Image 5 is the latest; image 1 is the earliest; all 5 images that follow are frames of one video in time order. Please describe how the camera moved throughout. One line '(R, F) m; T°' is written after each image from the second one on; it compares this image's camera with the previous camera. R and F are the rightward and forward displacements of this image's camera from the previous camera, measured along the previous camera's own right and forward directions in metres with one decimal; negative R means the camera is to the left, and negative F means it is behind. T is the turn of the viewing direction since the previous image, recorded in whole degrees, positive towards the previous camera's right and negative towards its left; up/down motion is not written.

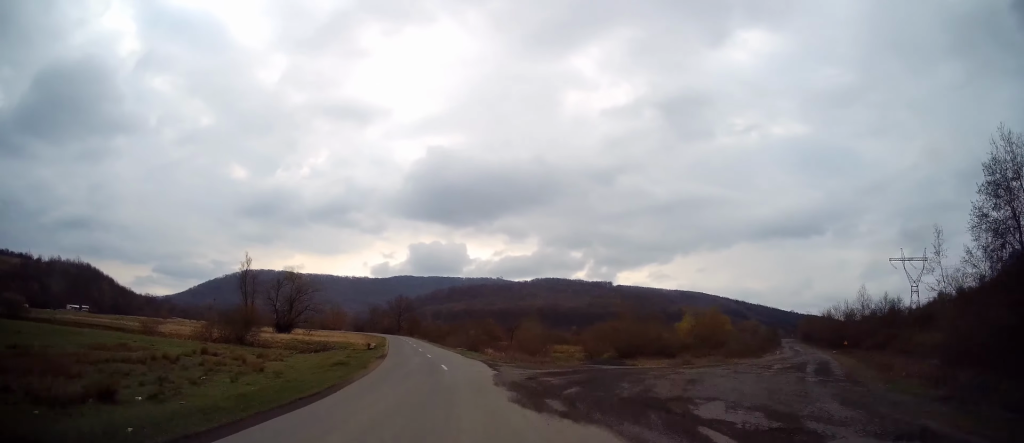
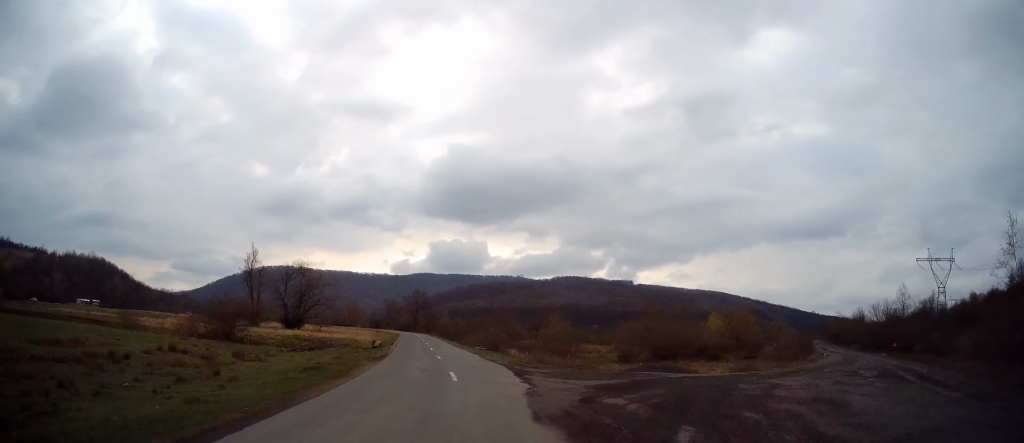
(+0.2, +7.0) m; -2°
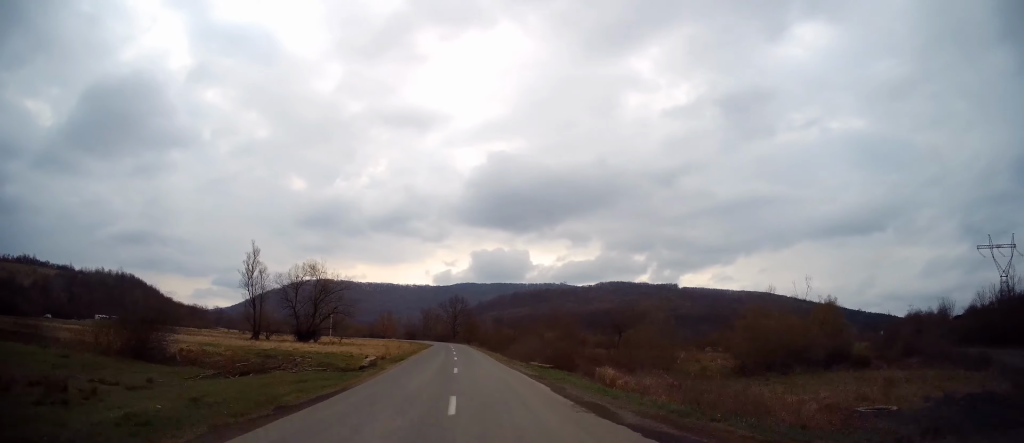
(-1.5, +18.0) m; -7°
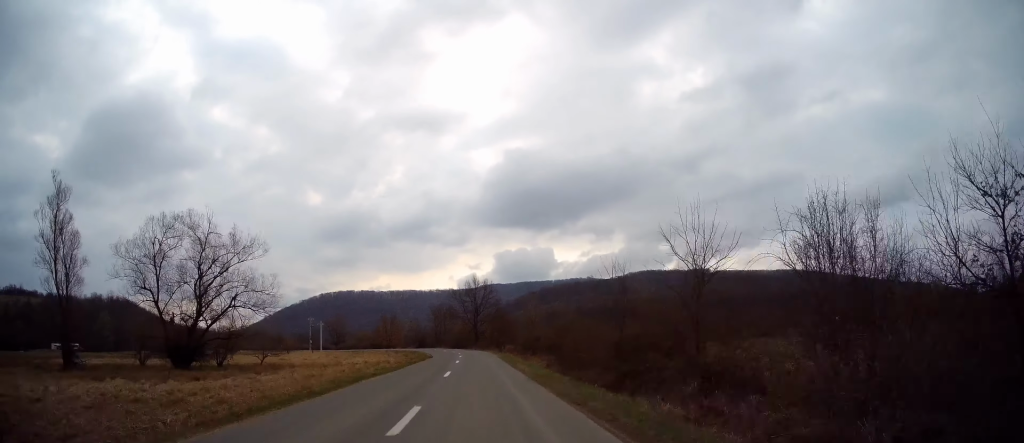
(-1.4, +47.9) m; -3°
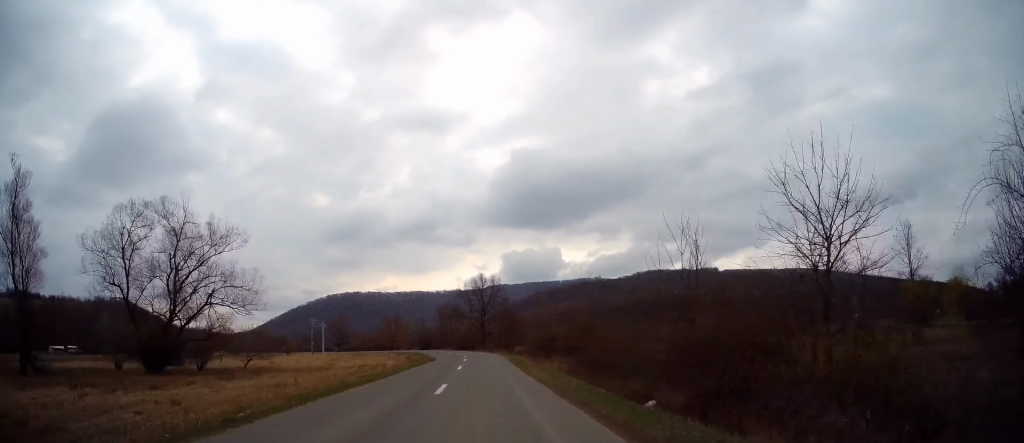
(-0.1, +6.0) m; -1°
